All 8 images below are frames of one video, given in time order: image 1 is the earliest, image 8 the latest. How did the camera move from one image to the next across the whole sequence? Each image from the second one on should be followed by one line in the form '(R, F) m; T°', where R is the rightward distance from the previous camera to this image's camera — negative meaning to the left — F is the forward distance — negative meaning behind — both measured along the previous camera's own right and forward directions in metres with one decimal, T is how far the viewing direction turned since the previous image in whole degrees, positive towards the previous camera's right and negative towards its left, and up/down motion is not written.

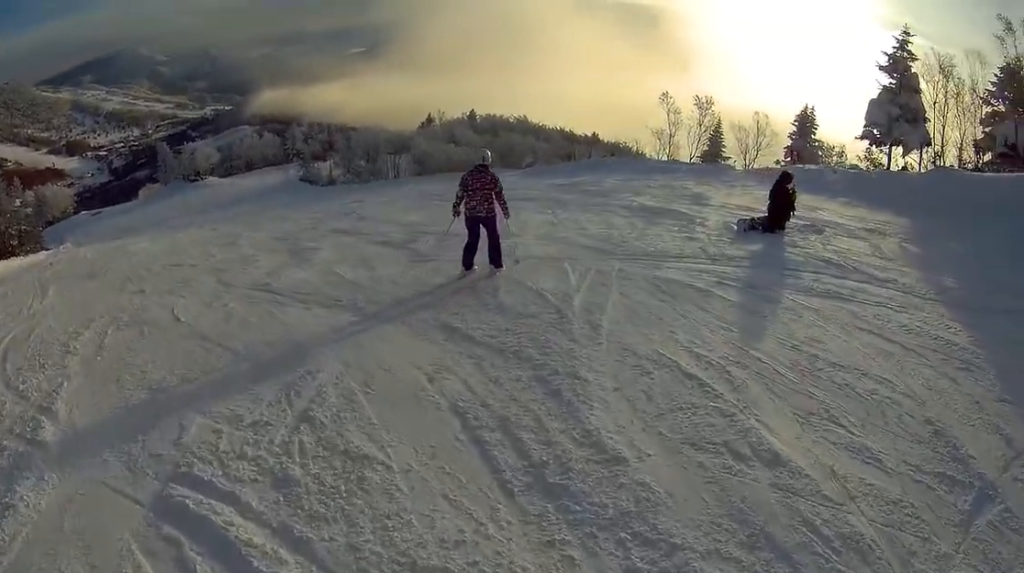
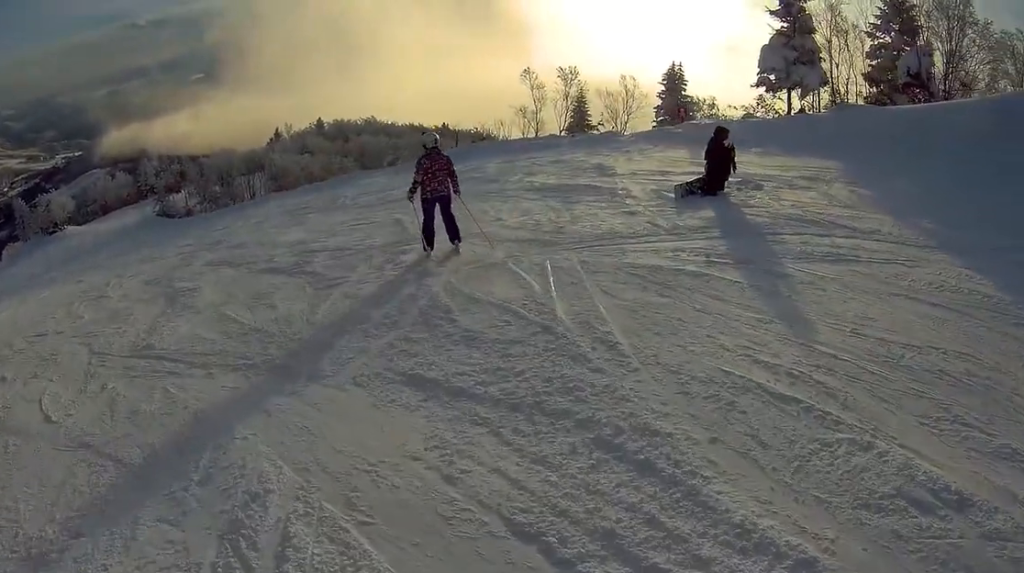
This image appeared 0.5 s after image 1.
(0.0, +1.7) m; +5°
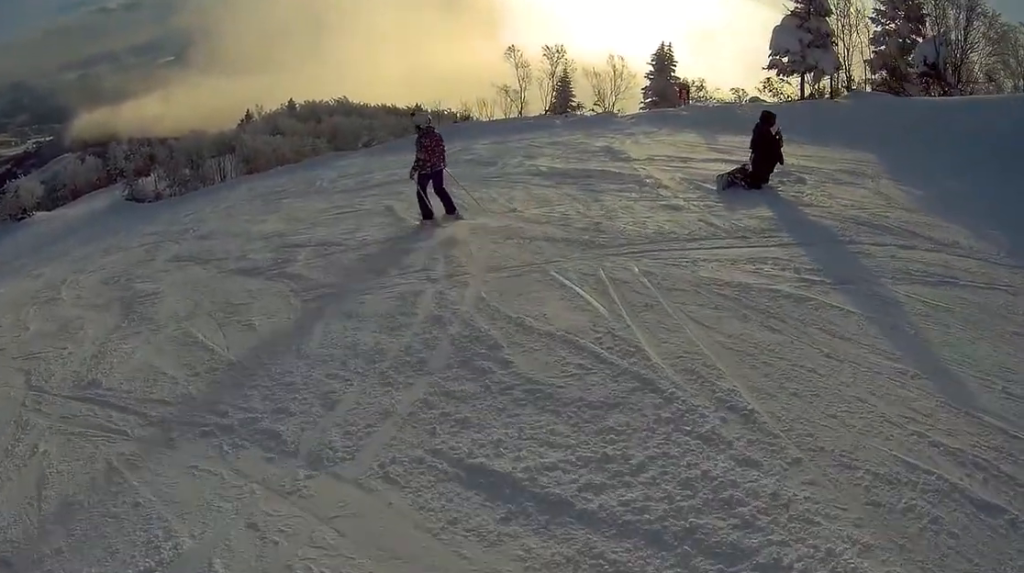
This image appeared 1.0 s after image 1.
(-0.5, +1.7) m; +1°
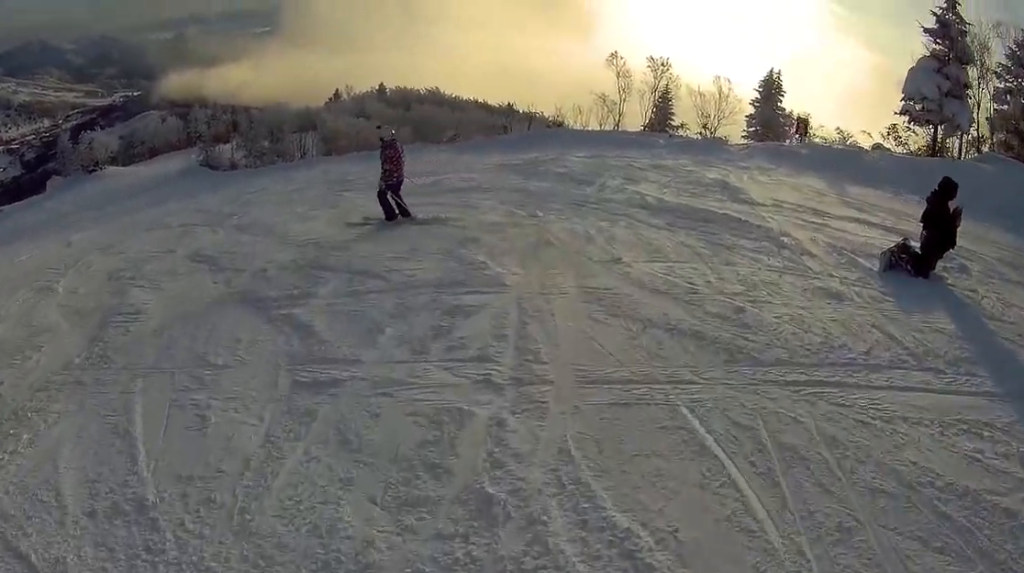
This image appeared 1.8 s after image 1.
(+0.5, +2.9) m; +10°
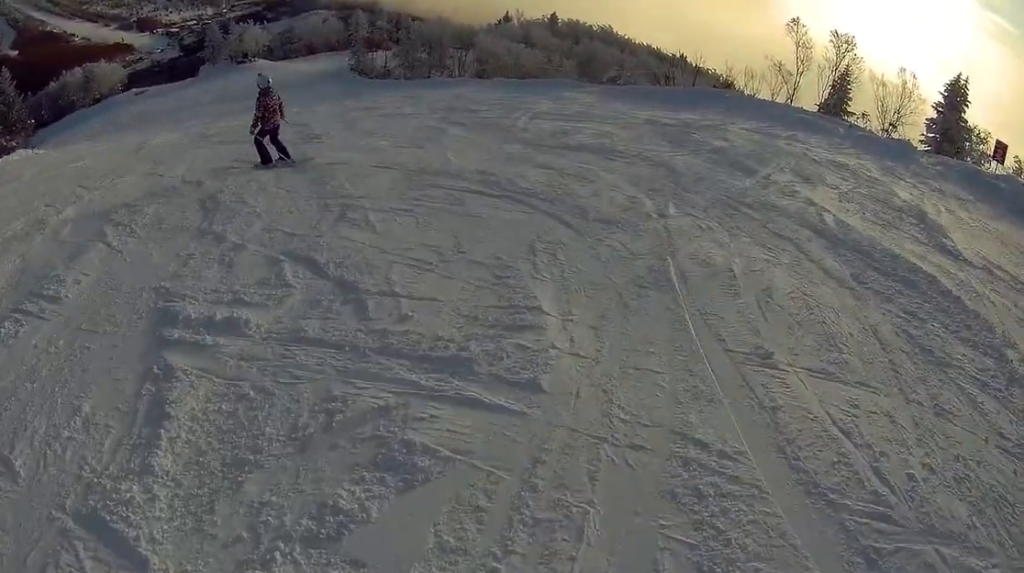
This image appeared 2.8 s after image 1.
(+0.4, +3.6) m; -16°
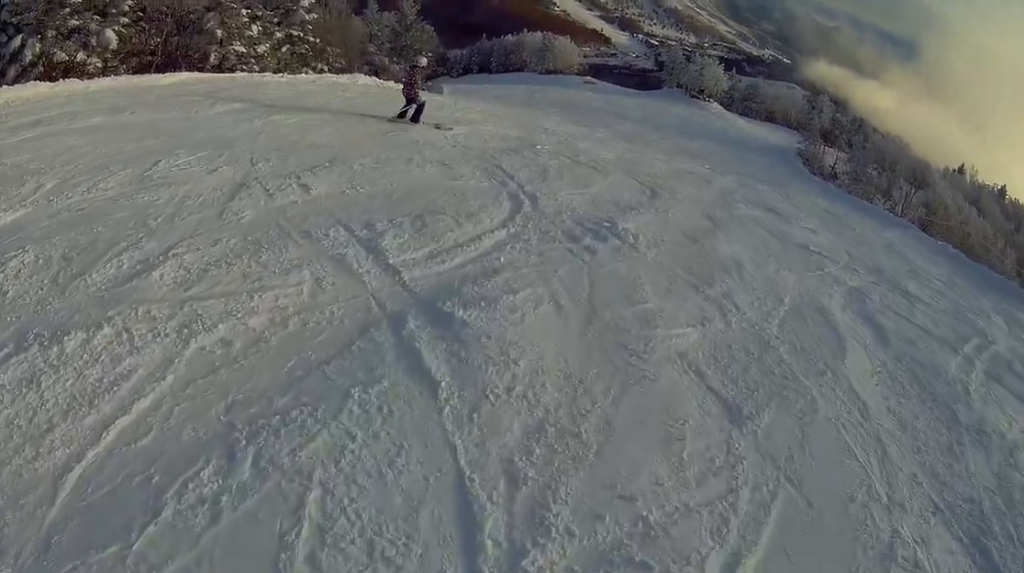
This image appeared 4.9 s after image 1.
(-4.5, +5.1) m; -44°
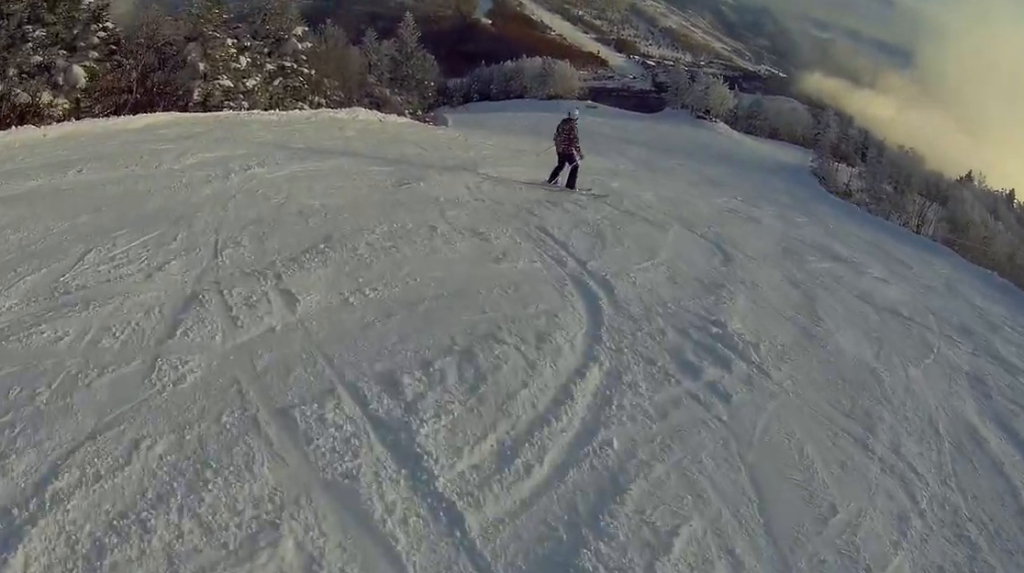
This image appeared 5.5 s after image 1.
(+0.2, +2.3) m; +11°
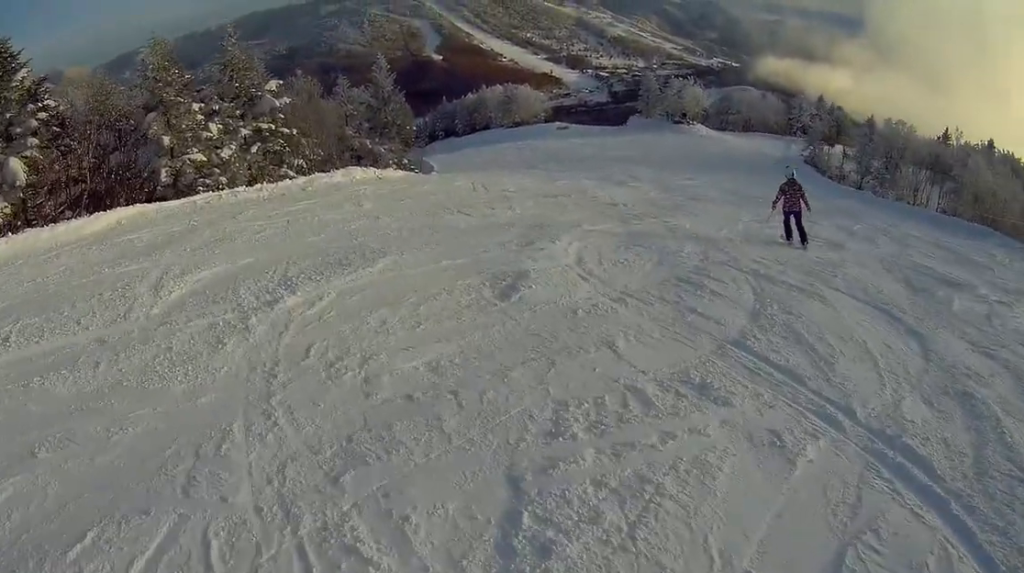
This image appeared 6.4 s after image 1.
(+0.7, +3.4) m; +14°
